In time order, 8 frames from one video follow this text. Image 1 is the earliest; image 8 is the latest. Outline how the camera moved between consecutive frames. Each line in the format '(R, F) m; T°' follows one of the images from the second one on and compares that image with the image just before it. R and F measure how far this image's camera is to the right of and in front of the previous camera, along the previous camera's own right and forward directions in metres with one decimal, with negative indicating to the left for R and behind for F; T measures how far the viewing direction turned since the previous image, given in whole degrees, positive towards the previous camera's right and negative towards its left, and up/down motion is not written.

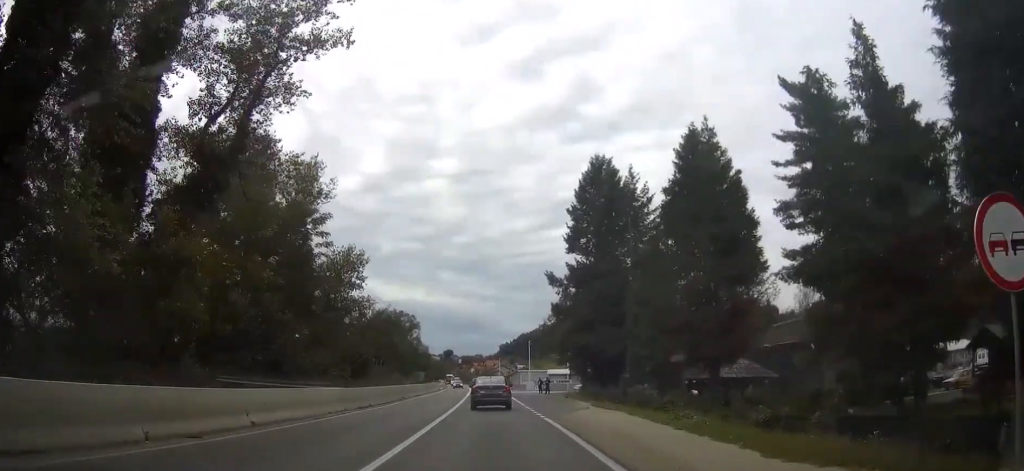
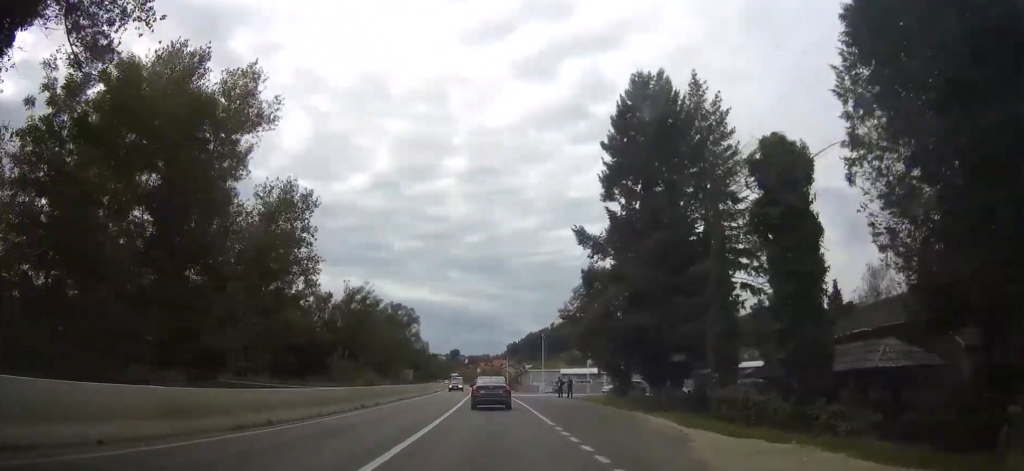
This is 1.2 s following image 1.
(-0.1, +17.3) m; 0°
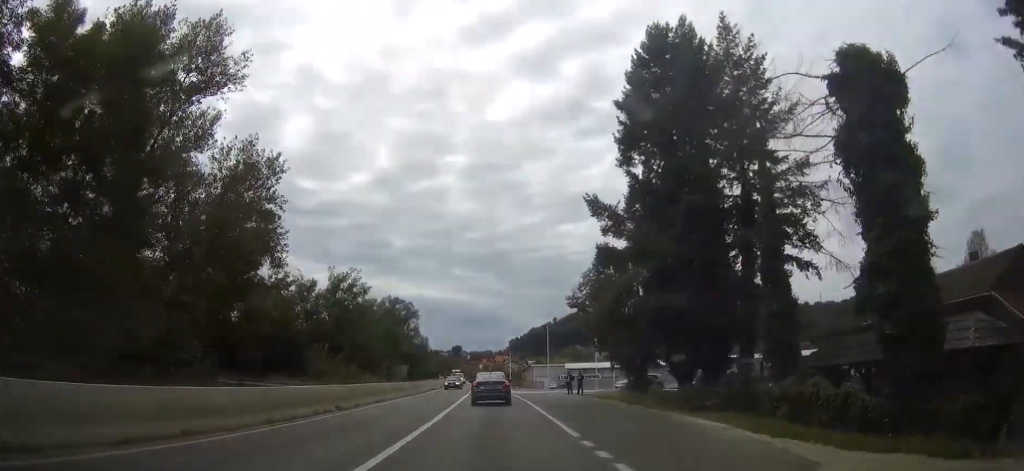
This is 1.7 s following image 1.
(0.0, +6.0) m; 0°
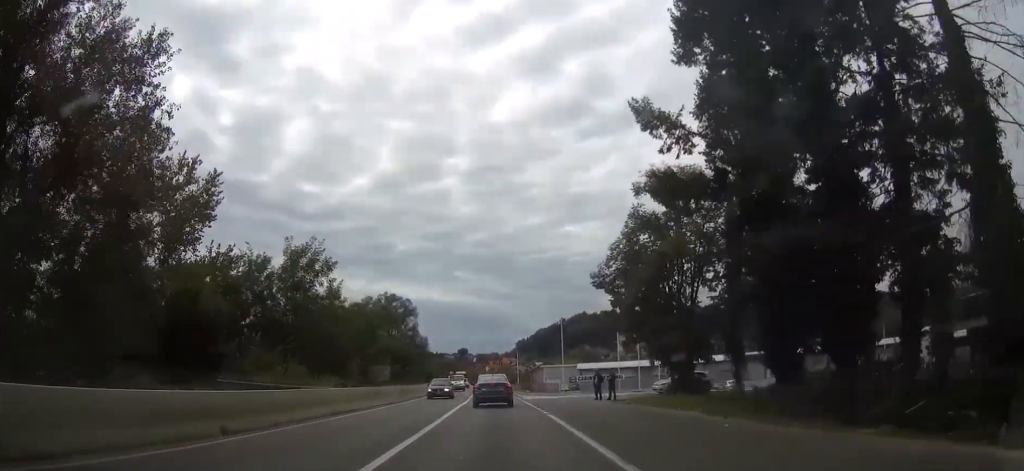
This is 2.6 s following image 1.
(-0.1, +12.5) m; -1°
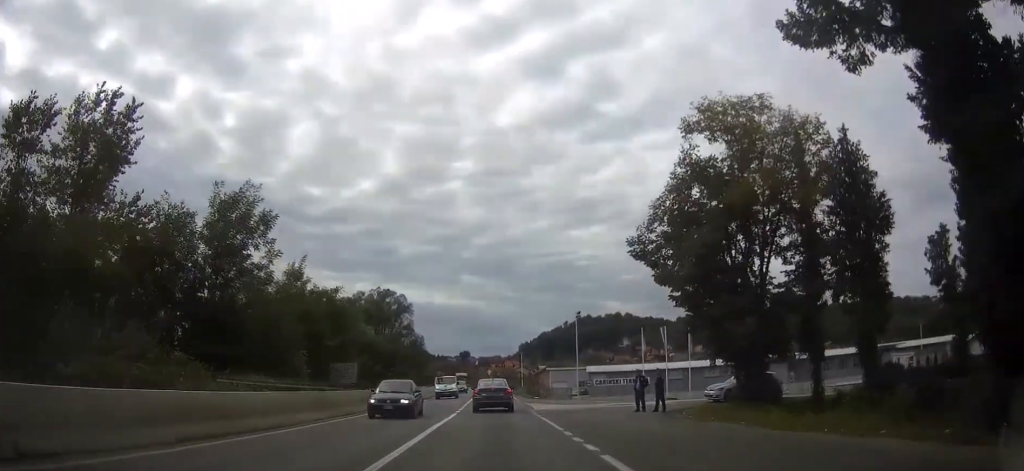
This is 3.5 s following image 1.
(-0.1, +11.7) m; -1°
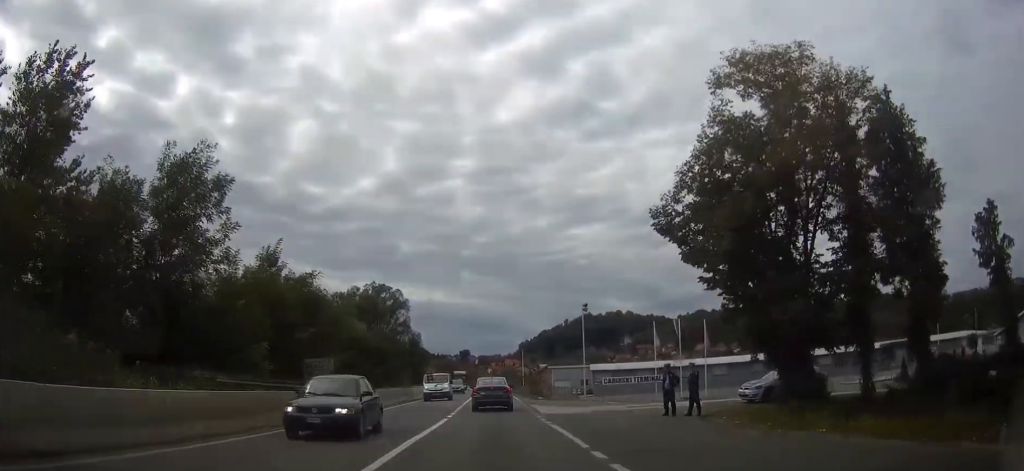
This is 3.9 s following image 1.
(0.0, +5.1) m; 0°
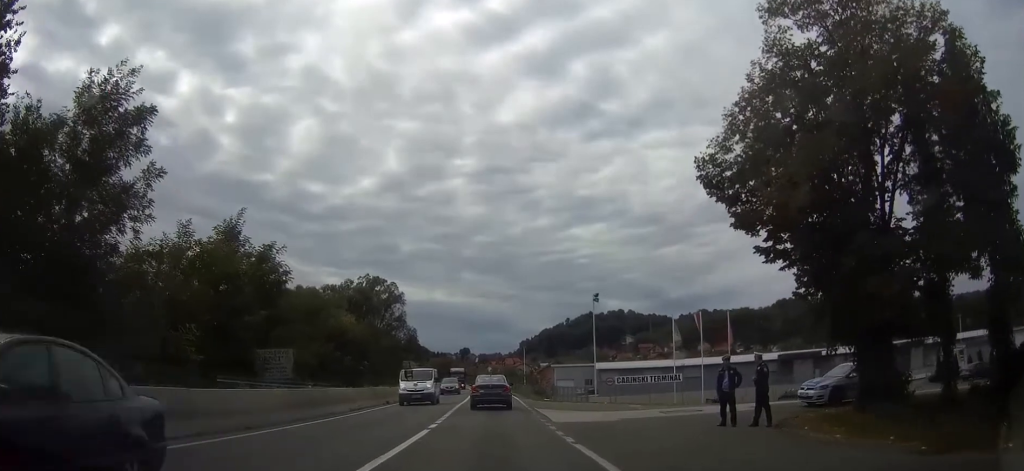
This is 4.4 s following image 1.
(0.0, +6.2) m; 0°
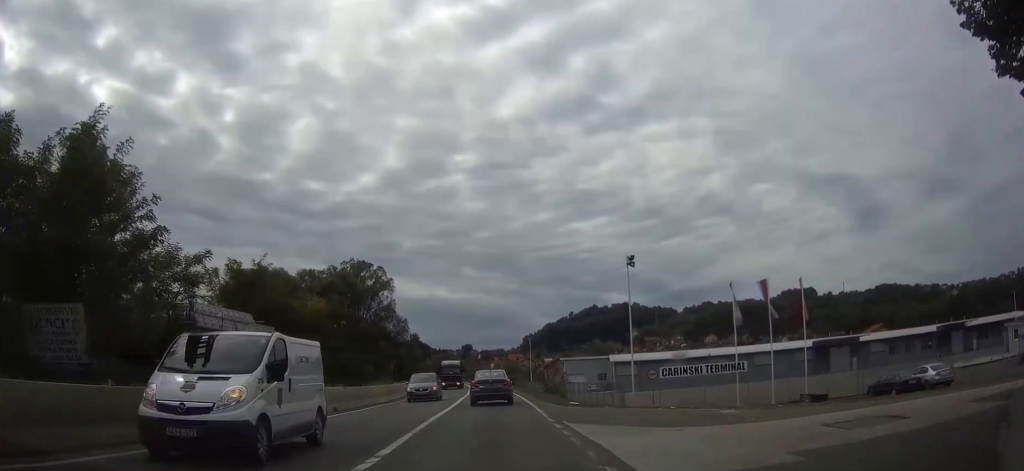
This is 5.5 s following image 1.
(+0.1, +13.4) m; 0°
